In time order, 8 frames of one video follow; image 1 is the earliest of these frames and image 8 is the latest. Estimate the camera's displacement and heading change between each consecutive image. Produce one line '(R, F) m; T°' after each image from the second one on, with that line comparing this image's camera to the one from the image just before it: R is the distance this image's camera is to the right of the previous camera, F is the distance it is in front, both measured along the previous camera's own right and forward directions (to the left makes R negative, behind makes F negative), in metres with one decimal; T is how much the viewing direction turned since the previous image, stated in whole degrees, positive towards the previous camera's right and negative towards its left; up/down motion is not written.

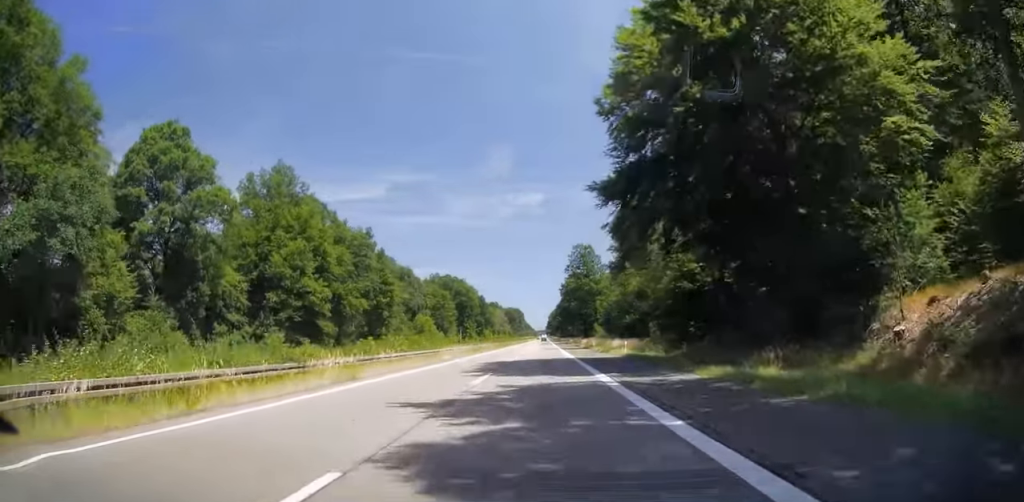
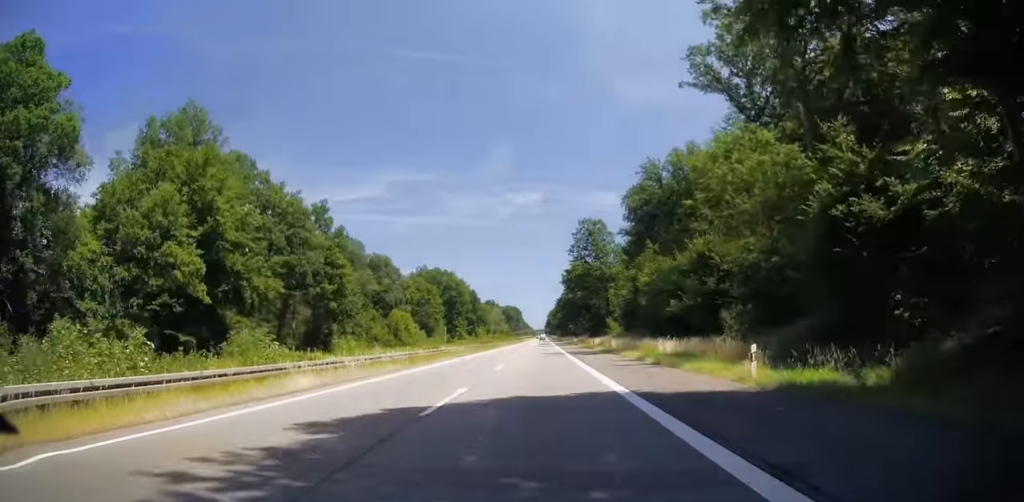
(0.0, +25.5) m; +1°
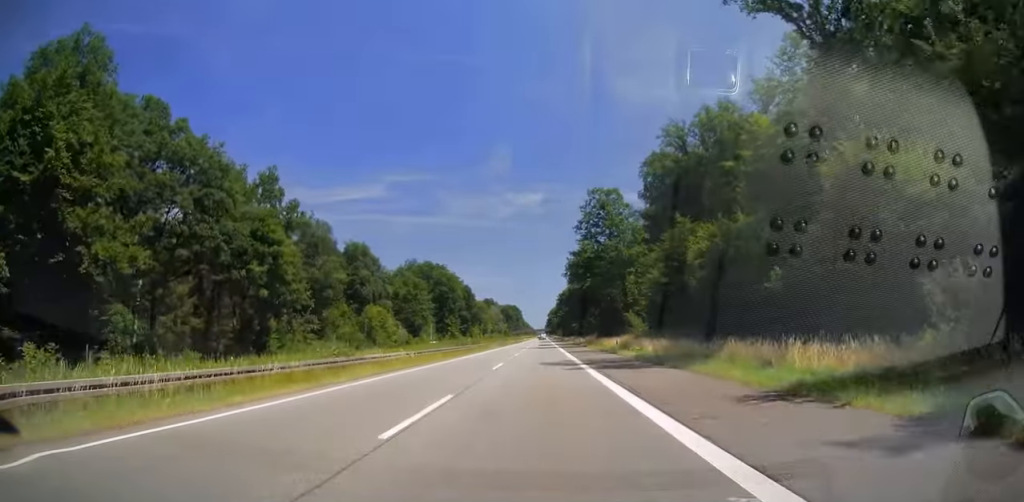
(0.0, +20.1) m; 0°
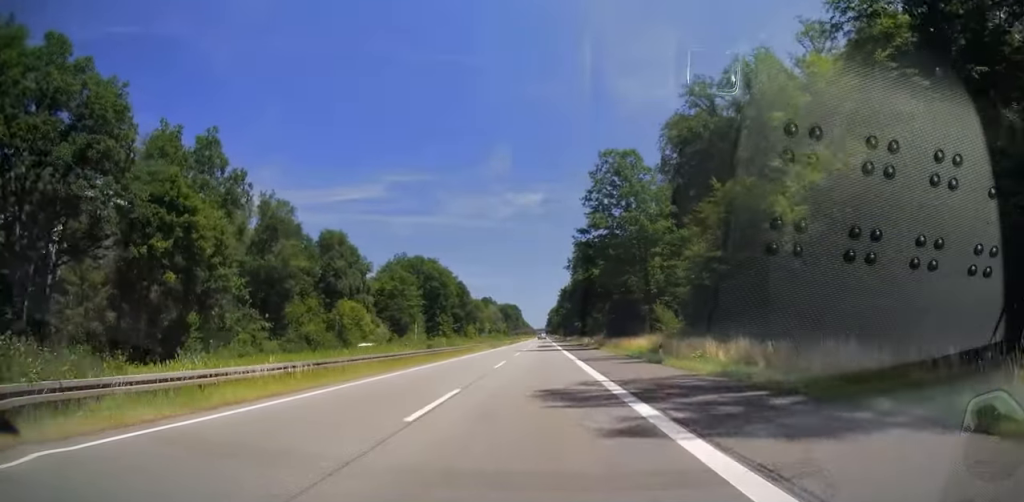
(+0.2, +16.1) m; 0°
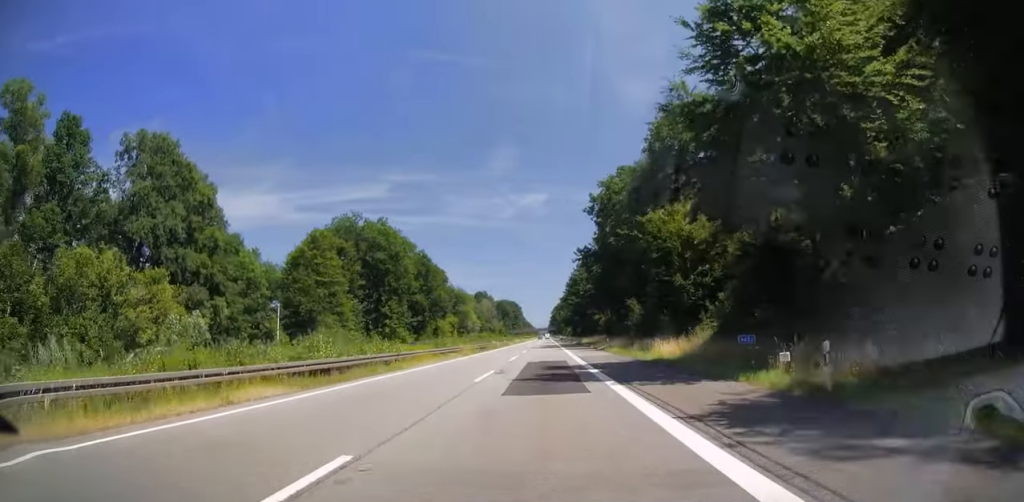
(-0.8, +63.3) m; 0°
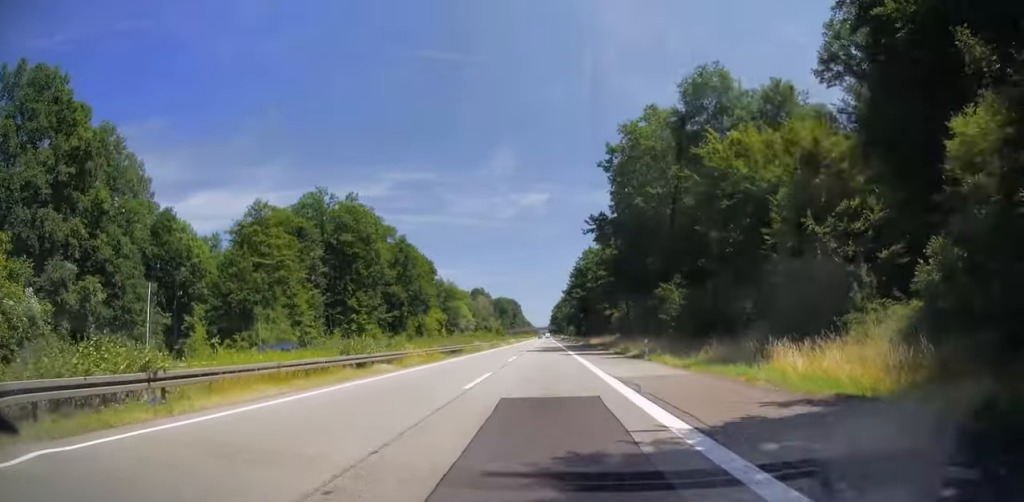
(+0.3, +20.7) m; 0°
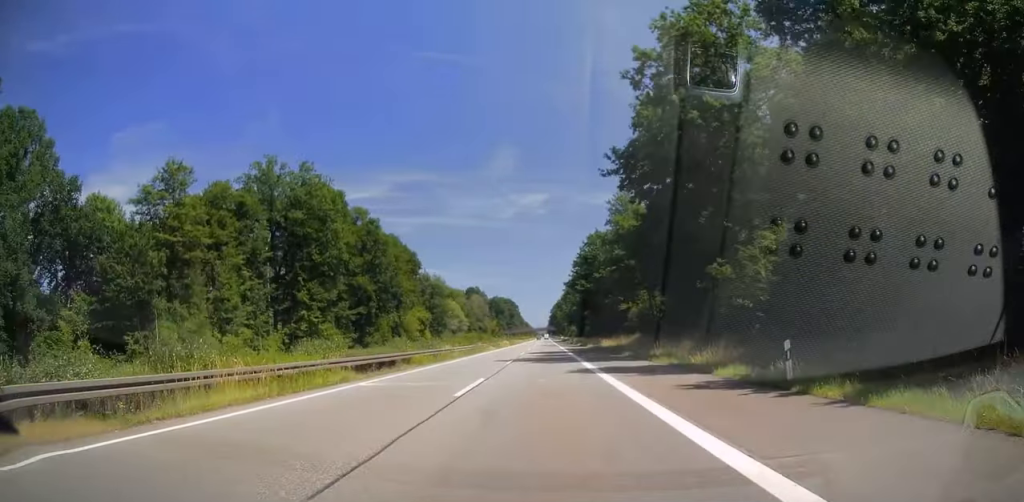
(0.0, +20.2) m; 0°
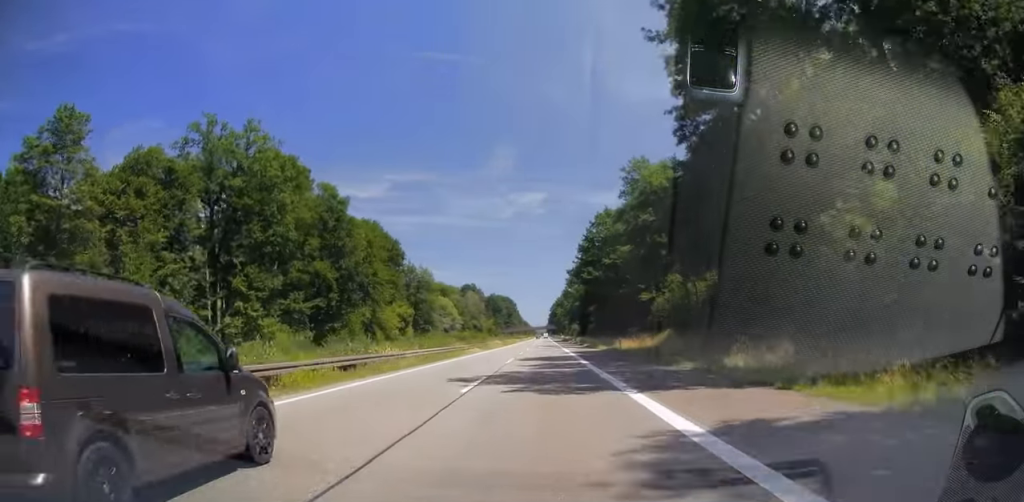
(-0.3, +17.2) m; 0°
